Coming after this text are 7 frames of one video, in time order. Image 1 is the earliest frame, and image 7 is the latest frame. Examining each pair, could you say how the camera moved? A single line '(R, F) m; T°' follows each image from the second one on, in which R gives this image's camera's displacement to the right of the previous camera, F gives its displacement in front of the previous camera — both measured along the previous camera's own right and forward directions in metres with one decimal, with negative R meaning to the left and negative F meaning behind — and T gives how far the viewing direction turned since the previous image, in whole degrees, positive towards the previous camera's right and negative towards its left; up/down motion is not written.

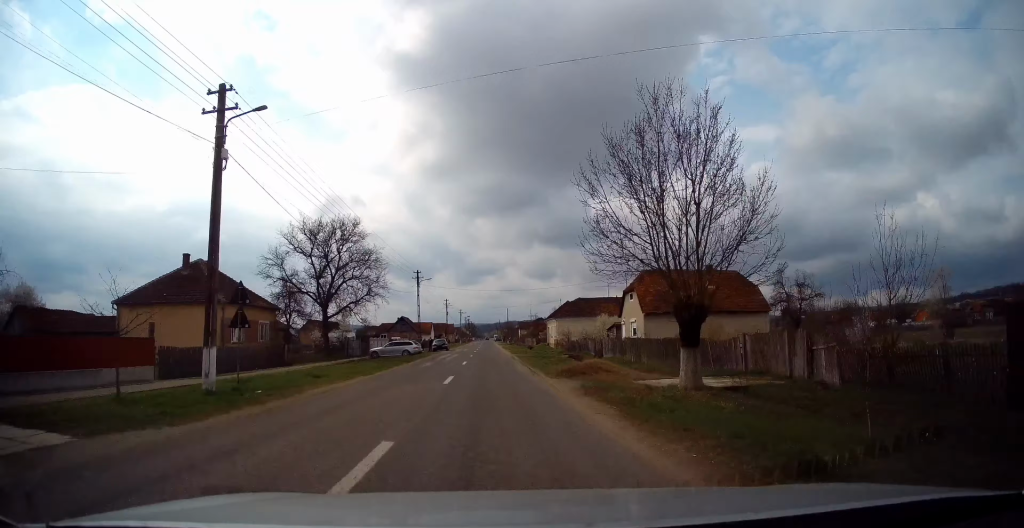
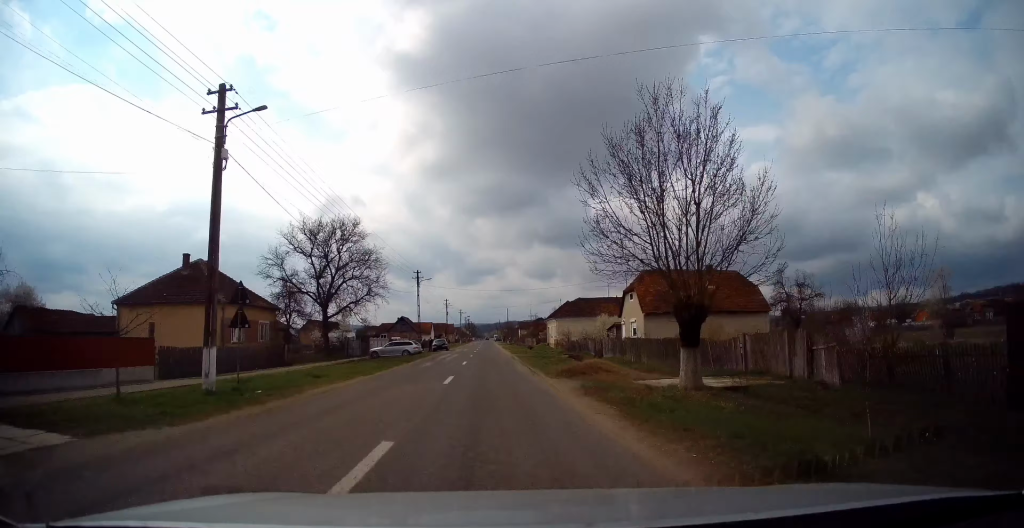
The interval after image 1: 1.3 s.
(0.0, 0.0) m; 0°
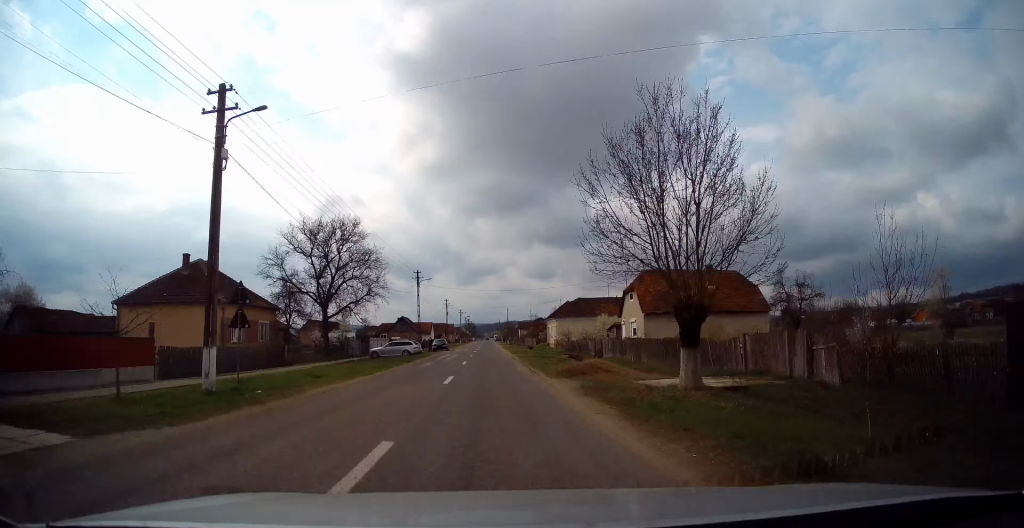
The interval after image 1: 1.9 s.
(0.0, 0.0) m; 0°
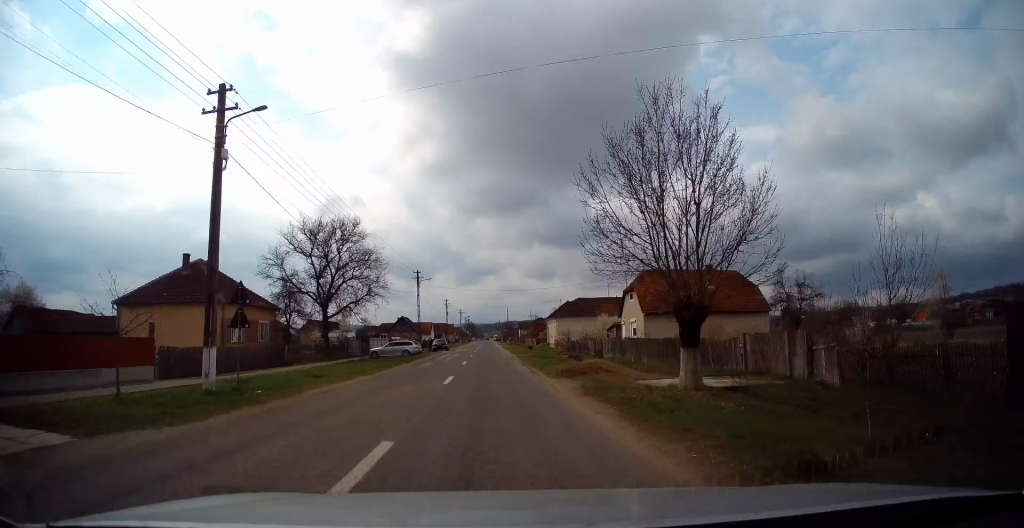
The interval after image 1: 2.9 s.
(0.0, 0.0) m; 0°
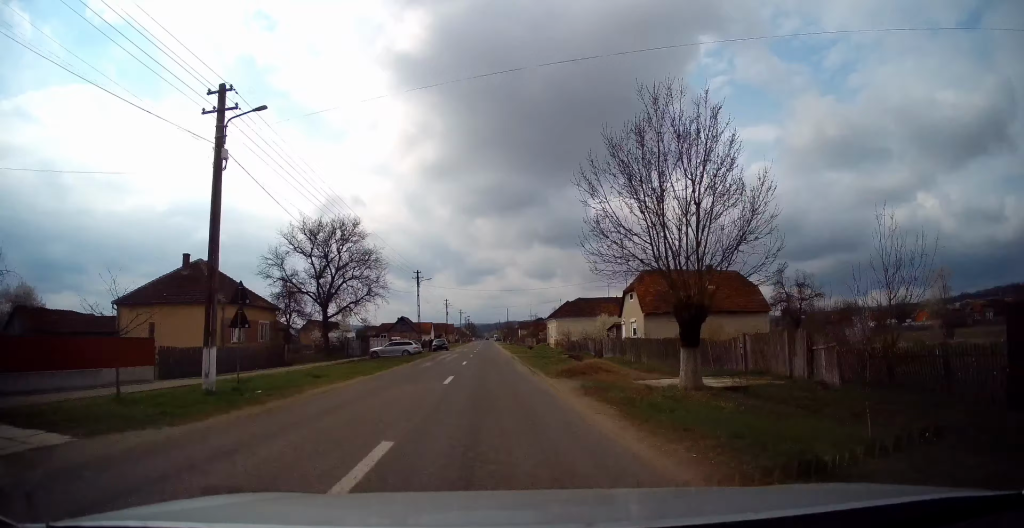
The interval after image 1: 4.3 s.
(0.0, 0.0) m; 0°
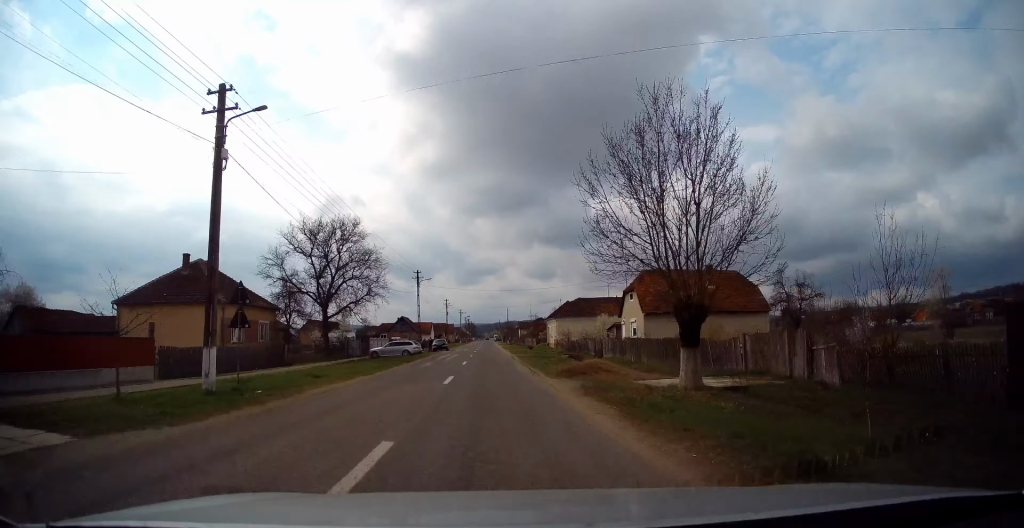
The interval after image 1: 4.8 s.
(0.0, 0.0) m; 0°
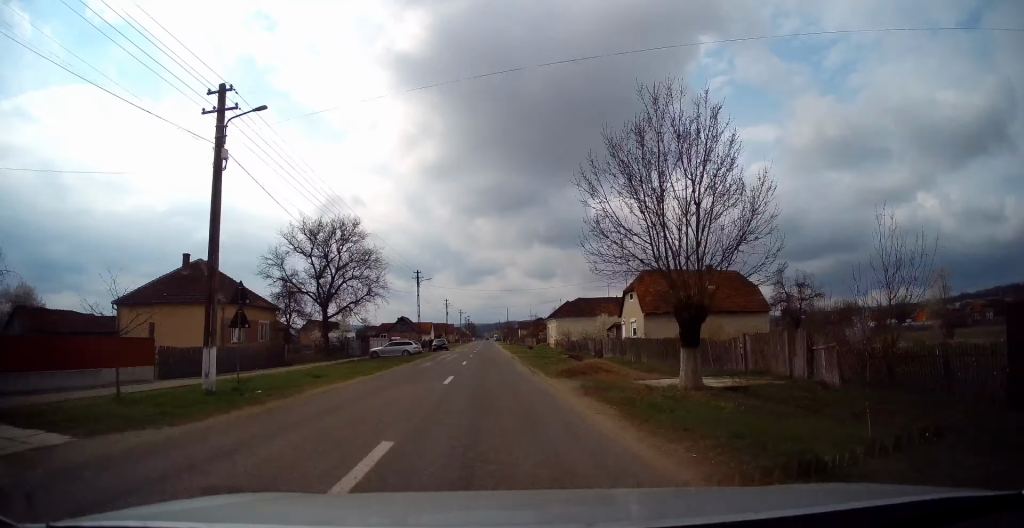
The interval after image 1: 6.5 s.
(0.0, 0.0) m; 0°
